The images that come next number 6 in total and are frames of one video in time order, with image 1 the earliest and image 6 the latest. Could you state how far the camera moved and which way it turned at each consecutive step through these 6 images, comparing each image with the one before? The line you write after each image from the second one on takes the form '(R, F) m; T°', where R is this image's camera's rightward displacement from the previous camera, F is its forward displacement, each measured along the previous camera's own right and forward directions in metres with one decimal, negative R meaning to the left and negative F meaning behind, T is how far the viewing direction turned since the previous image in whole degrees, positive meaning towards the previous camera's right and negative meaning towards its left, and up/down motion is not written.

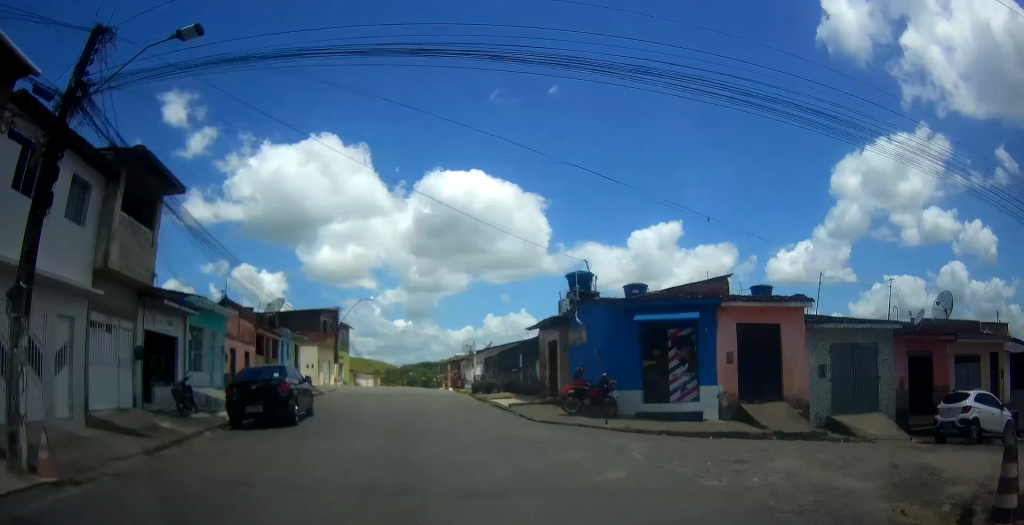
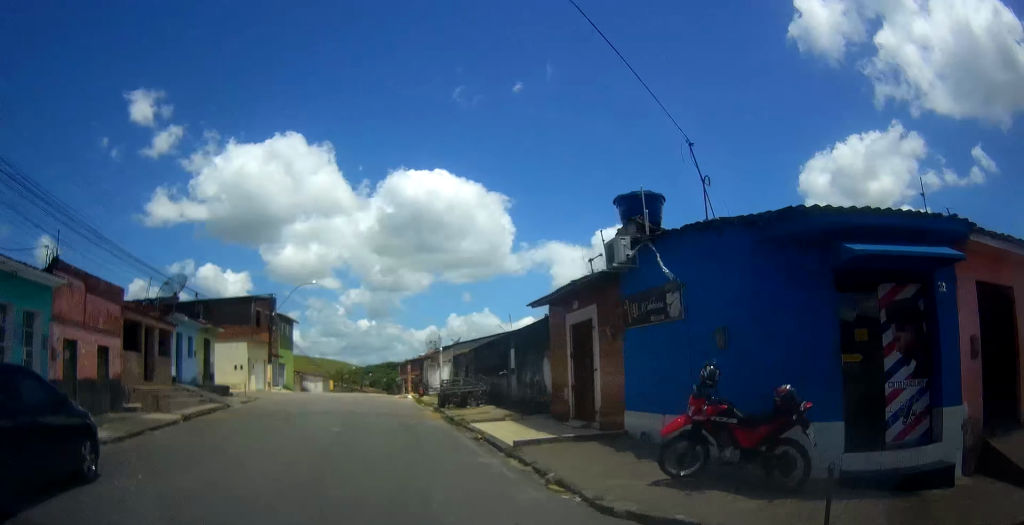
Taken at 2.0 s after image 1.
(+0.7, +10.1) m; +9°
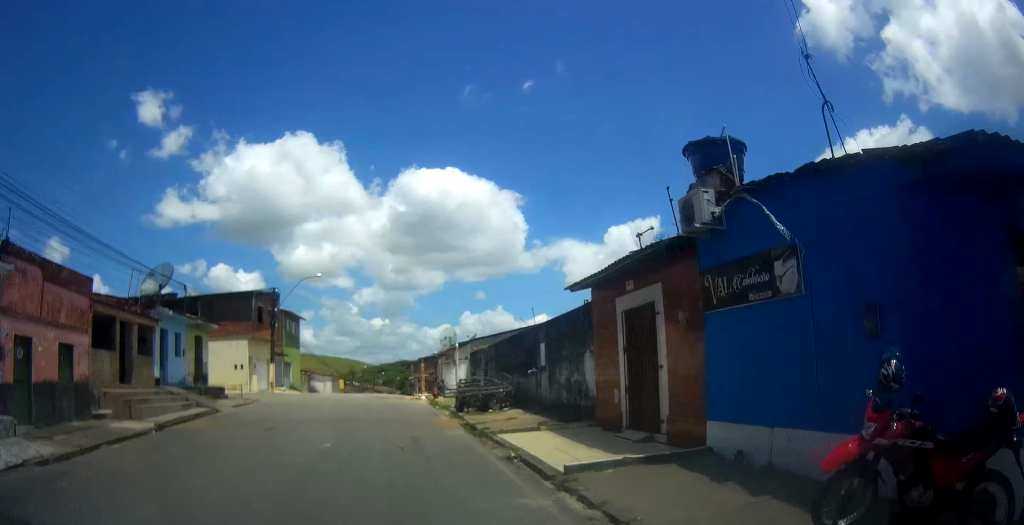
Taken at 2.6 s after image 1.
(+0.1, +2.8) m; +2°
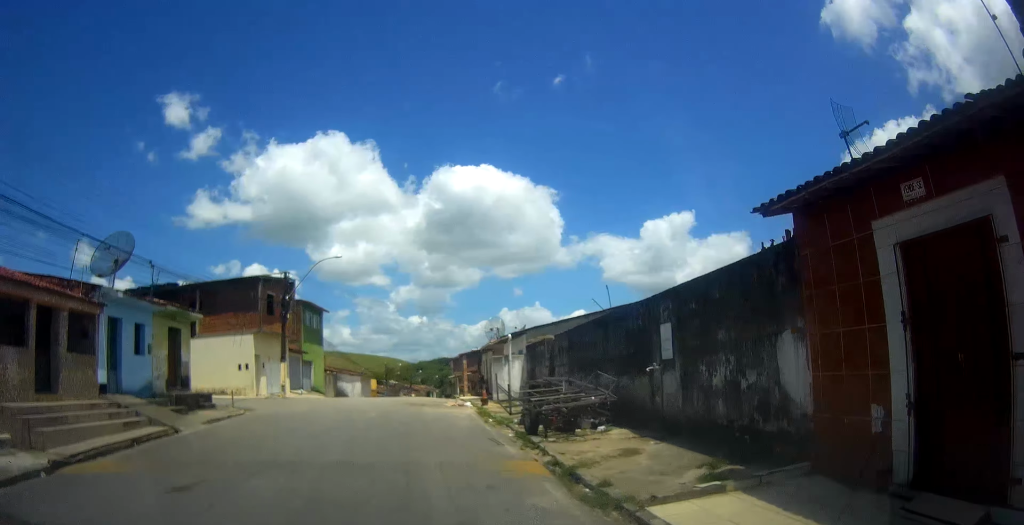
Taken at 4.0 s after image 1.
(-0.1, +6.8) m; -6°
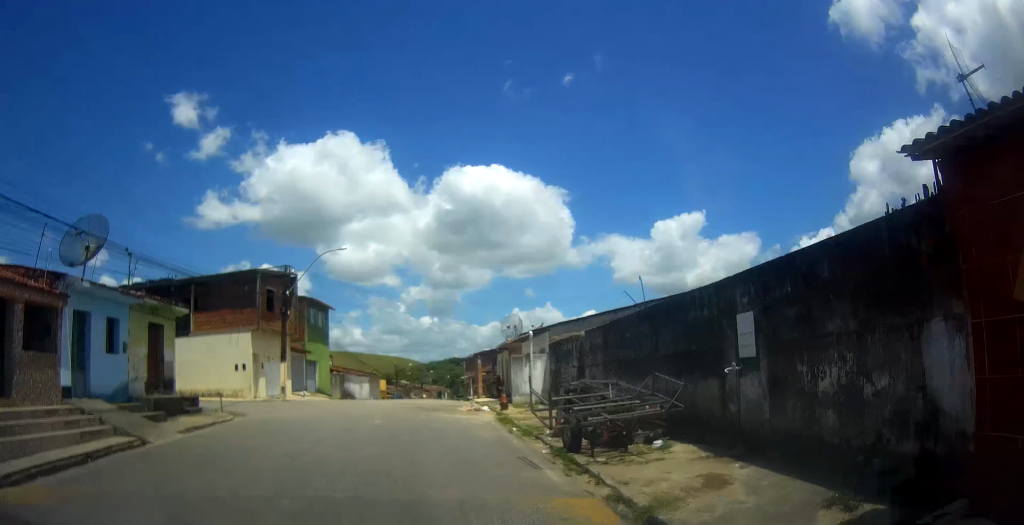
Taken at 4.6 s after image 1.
(-0.1, +2.9) m; -2°
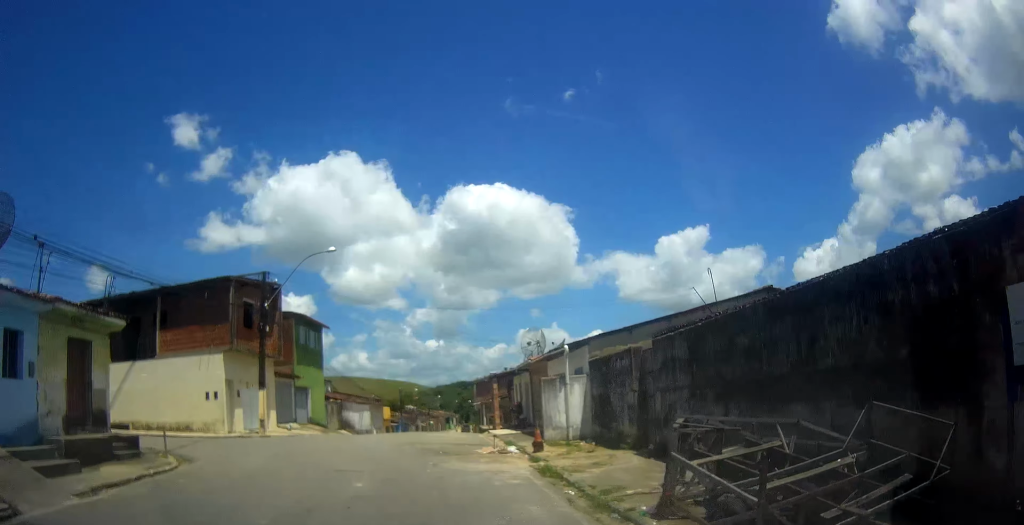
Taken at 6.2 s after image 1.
(+0.1, +7.4) m; +2°
